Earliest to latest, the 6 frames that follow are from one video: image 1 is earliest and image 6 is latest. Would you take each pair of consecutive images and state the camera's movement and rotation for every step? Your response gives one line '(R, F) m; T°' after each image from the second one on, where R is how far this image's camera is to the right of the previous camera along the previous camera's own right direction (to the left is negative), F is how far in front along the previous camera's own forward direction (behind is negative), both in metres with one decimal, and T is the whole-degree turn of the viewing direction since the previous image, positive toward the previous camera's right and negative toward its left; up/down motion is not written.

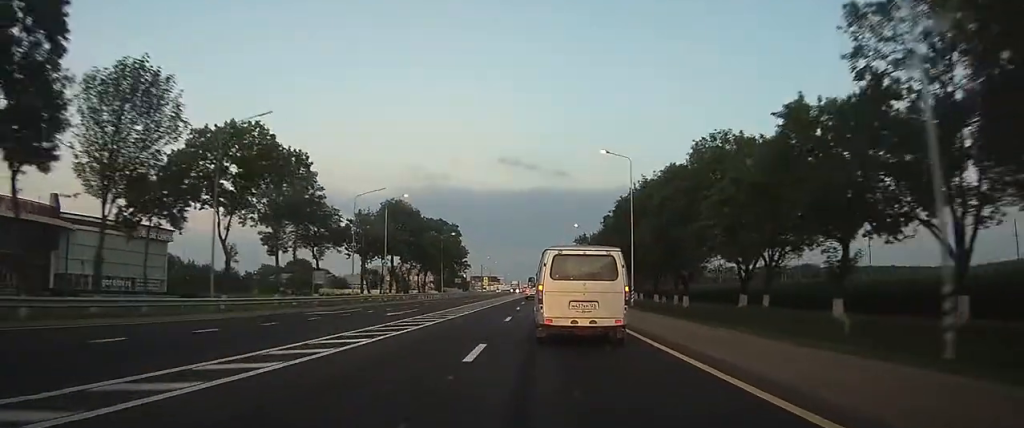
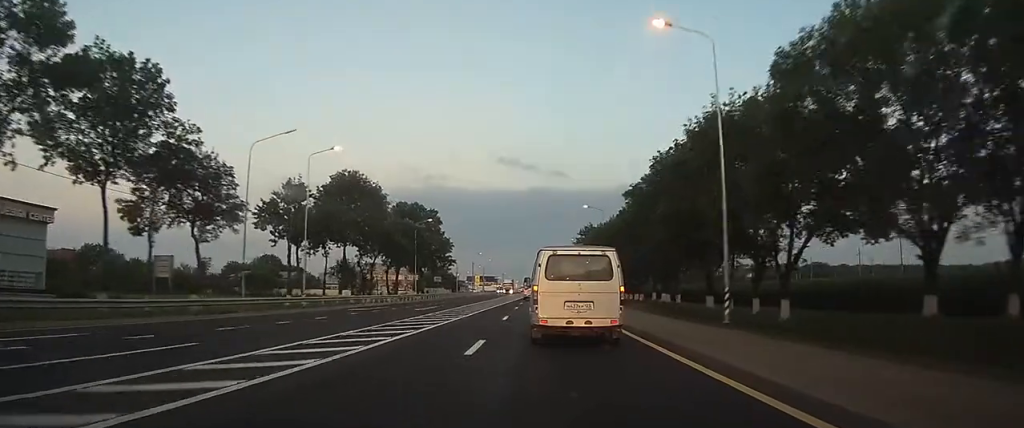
(0.0, +22.7) m; 0°
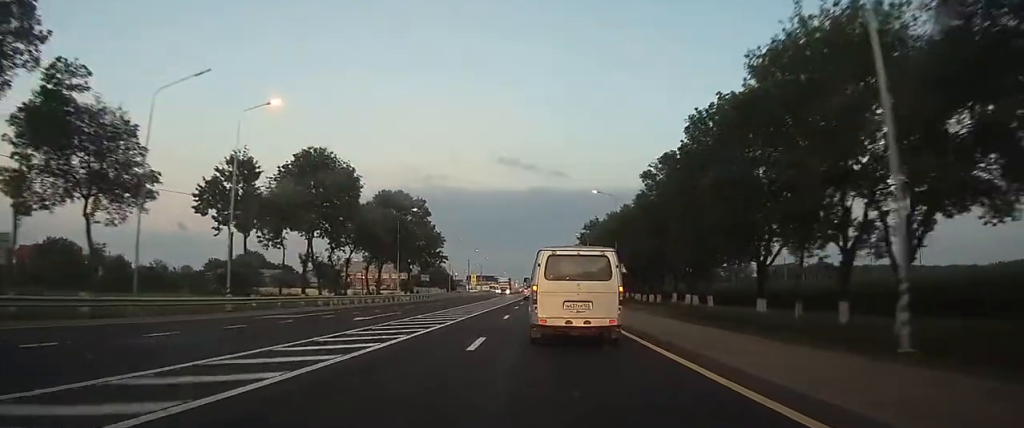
(0.0, +11.2) m; 0°
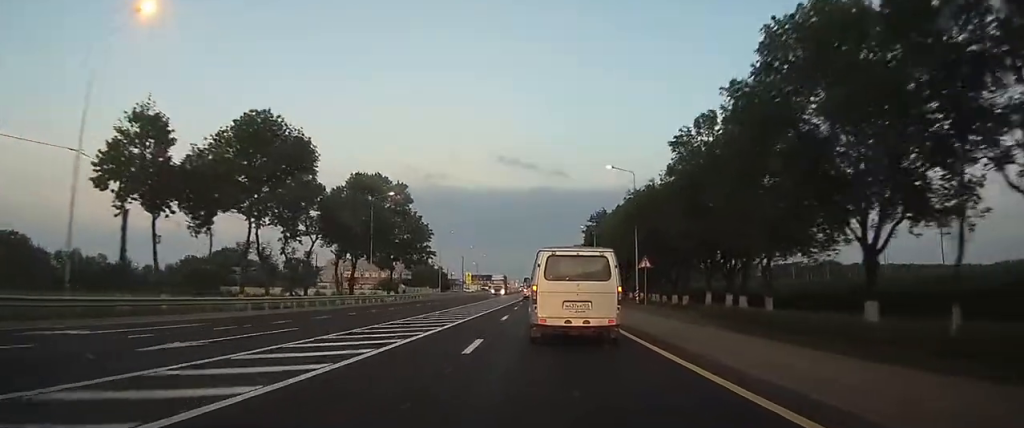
(-0.1, +12.7) m; 0°
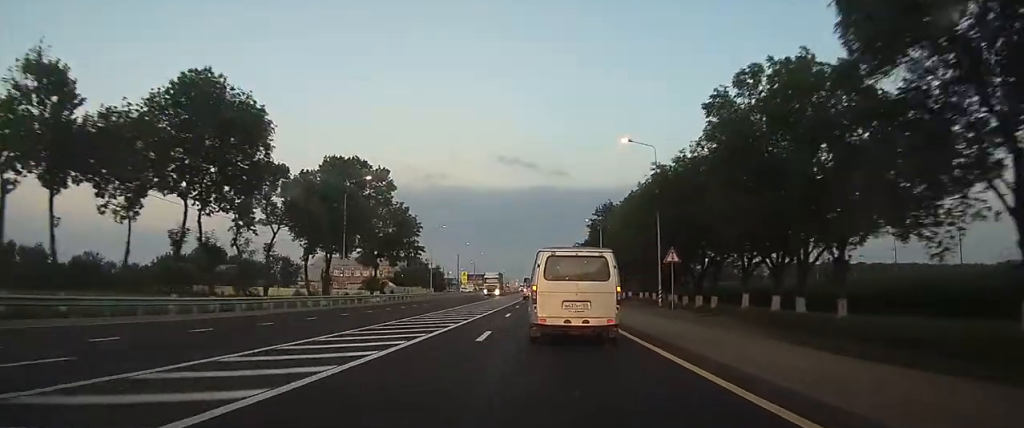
(0.0, +9.2) m; 0°
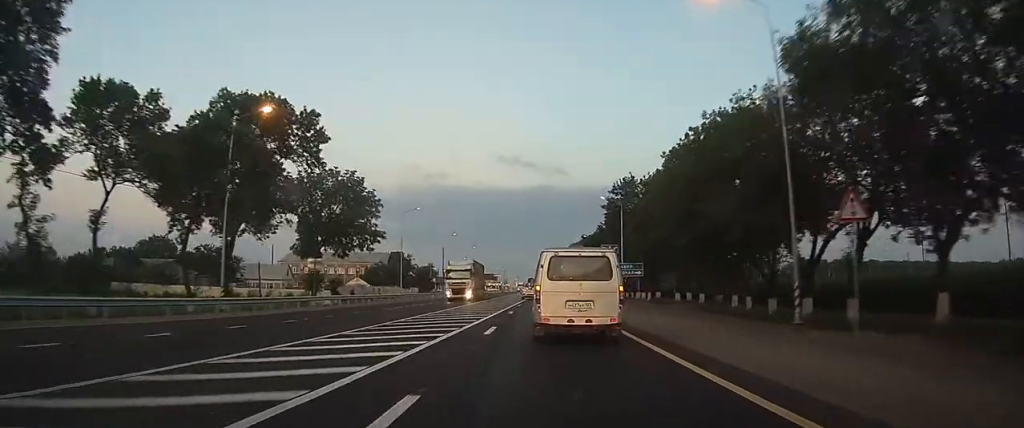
(+0.1, +21.9) m; 0°
